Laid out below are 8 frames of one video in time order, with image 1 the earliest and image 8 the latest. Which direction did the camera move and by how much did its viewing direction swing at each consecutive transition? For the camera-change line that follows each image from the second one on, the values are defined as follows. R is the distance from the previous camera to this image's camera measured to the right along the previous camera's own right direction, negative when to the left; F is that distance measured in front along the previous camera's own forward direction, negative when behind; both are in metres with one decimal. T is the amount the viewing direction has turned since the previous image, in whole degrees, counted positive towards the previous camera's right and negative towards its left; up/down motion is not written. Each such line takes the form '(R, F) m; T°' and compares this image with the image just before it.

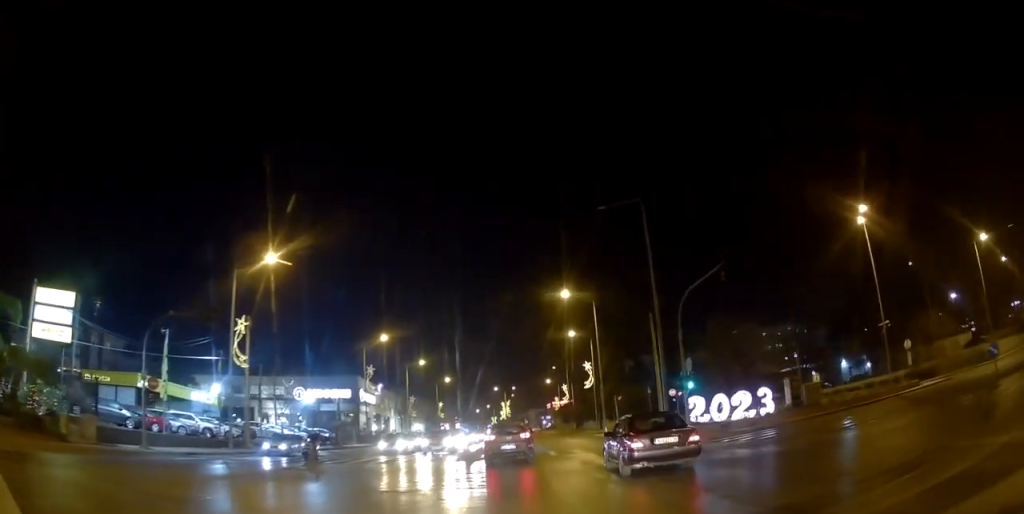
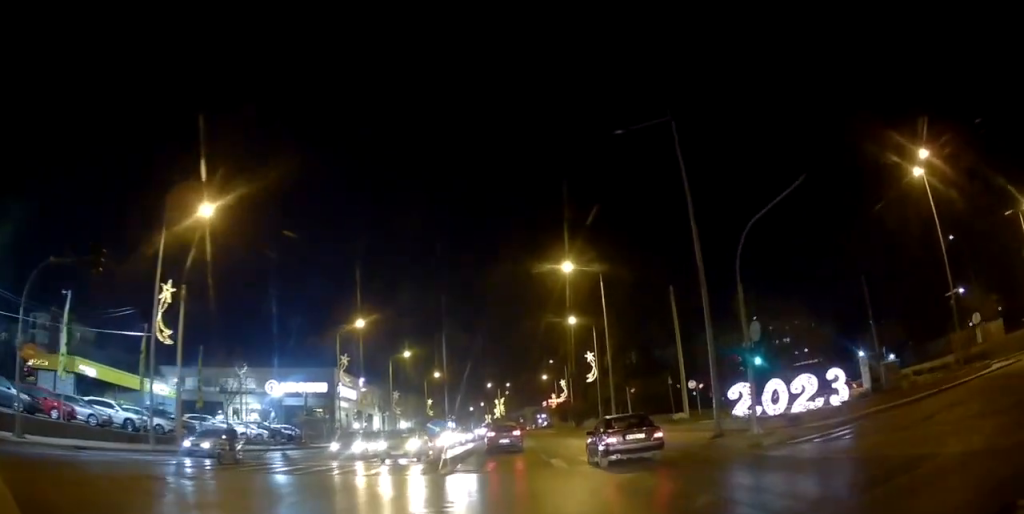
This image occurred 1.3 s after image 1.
(+0.1, +8.0) m; -2°
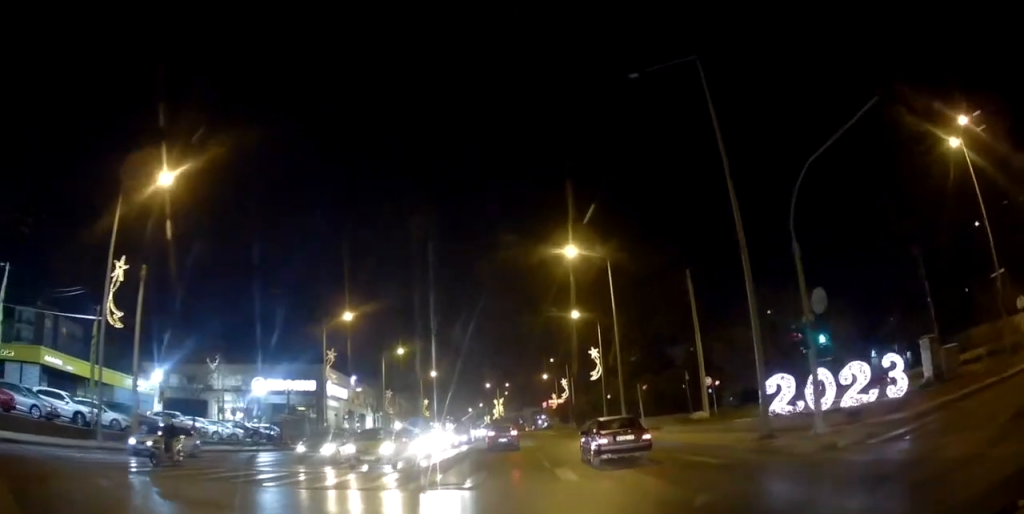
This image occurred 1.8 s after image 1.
(0.0, +3.9) m; -2°
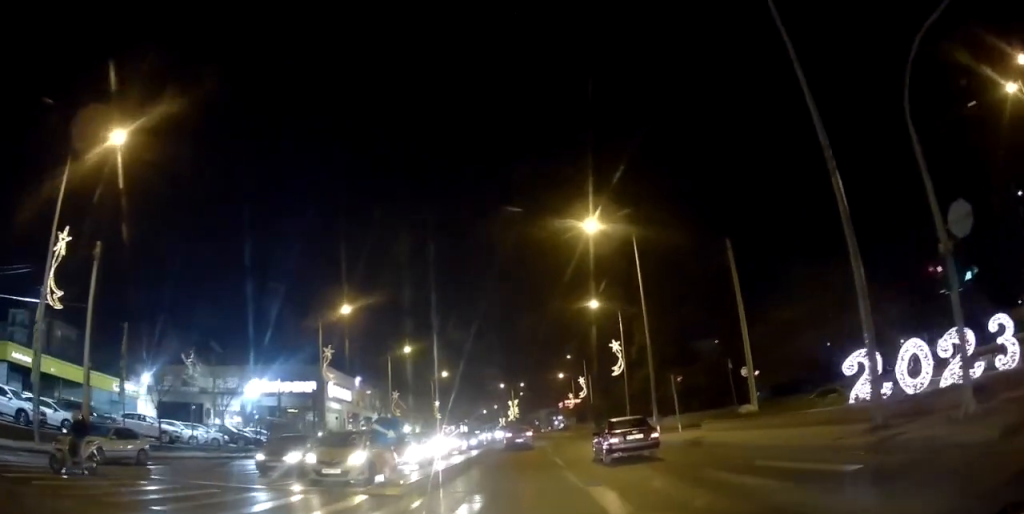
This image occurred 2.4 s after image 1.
(-0.1, +5.1) m; -1°
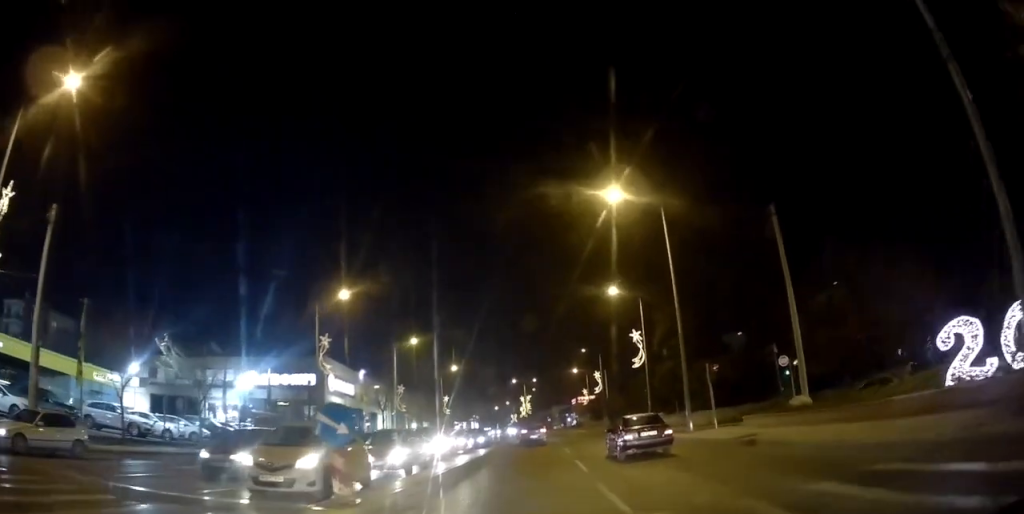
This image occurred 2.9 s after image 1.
(0.0, +3.9) m; 0°
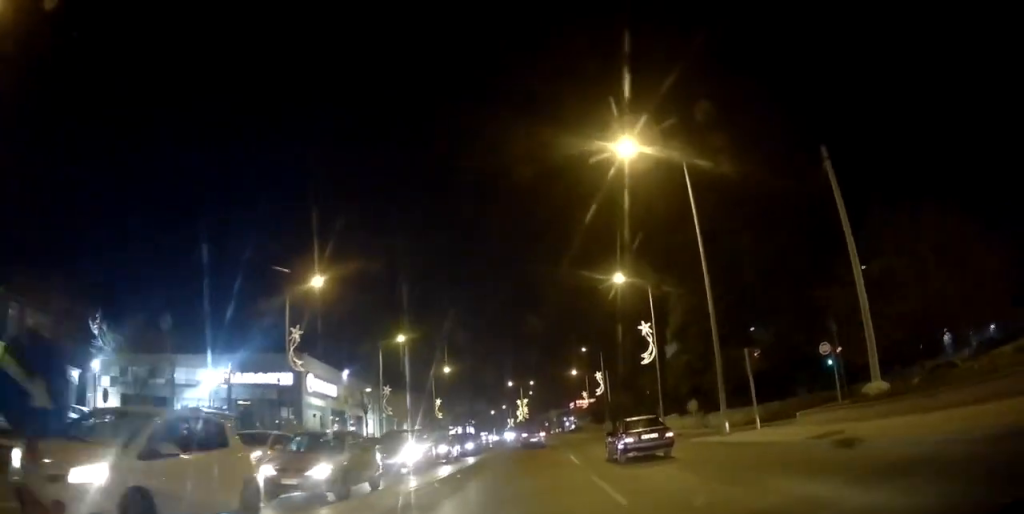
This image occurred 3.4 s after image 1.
(0.0, +5.7) m; +1°
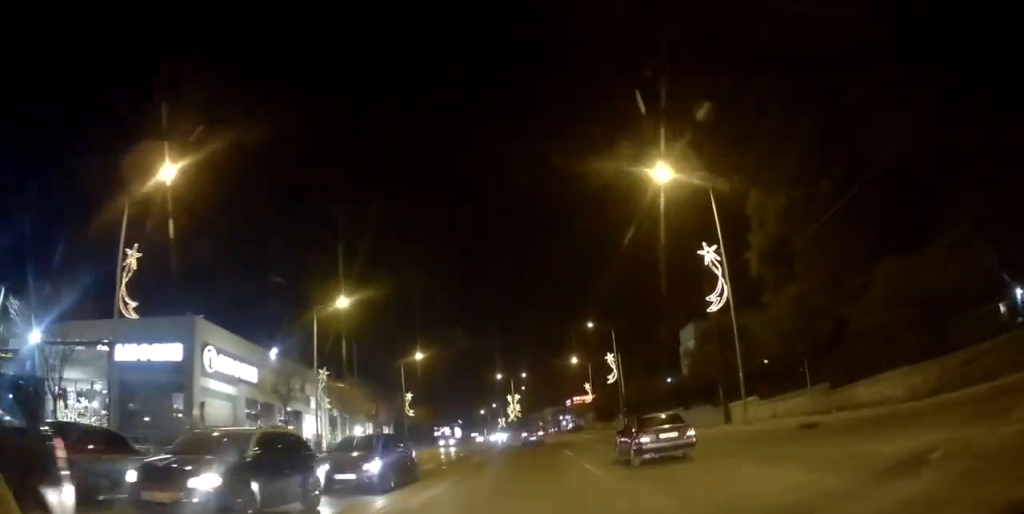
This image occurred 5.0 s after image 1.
(+0.3, +18.5) m; +2°
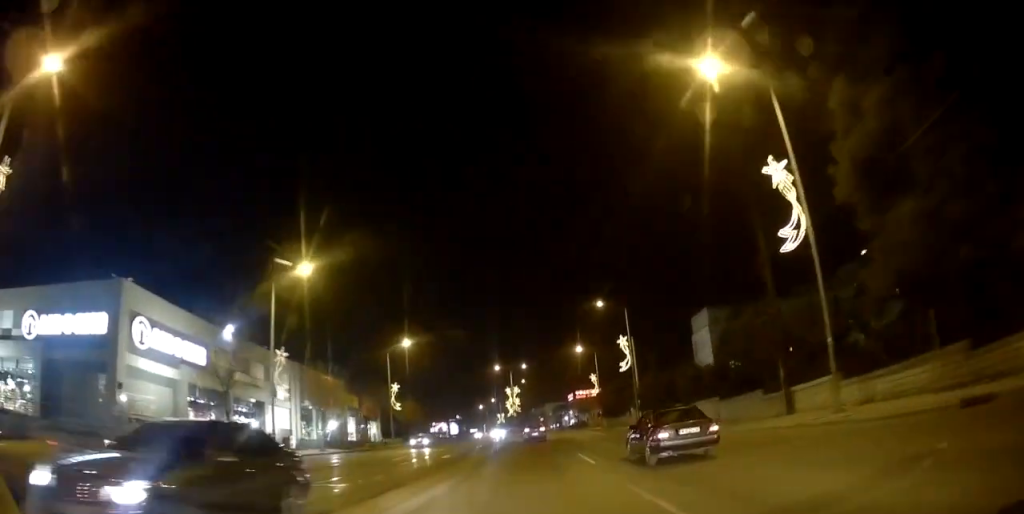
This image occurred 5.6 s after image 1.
(0.0, +8.6) m; 0°
